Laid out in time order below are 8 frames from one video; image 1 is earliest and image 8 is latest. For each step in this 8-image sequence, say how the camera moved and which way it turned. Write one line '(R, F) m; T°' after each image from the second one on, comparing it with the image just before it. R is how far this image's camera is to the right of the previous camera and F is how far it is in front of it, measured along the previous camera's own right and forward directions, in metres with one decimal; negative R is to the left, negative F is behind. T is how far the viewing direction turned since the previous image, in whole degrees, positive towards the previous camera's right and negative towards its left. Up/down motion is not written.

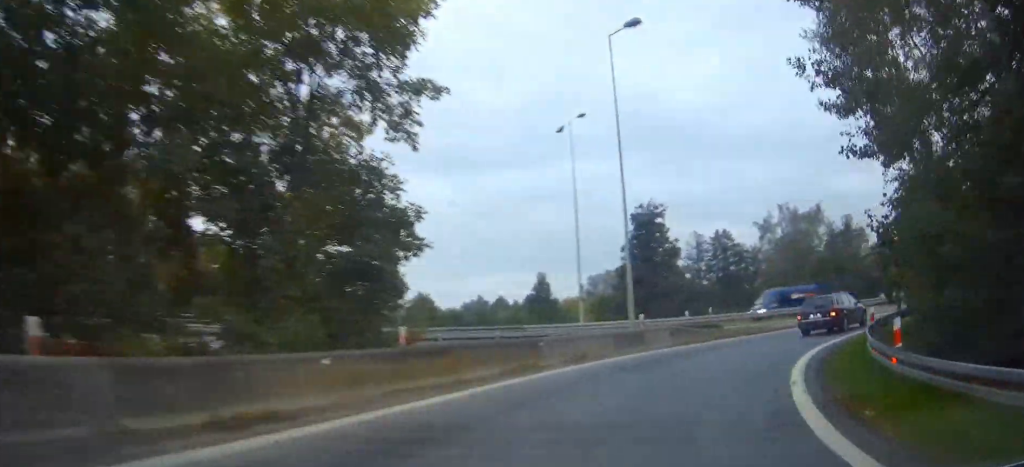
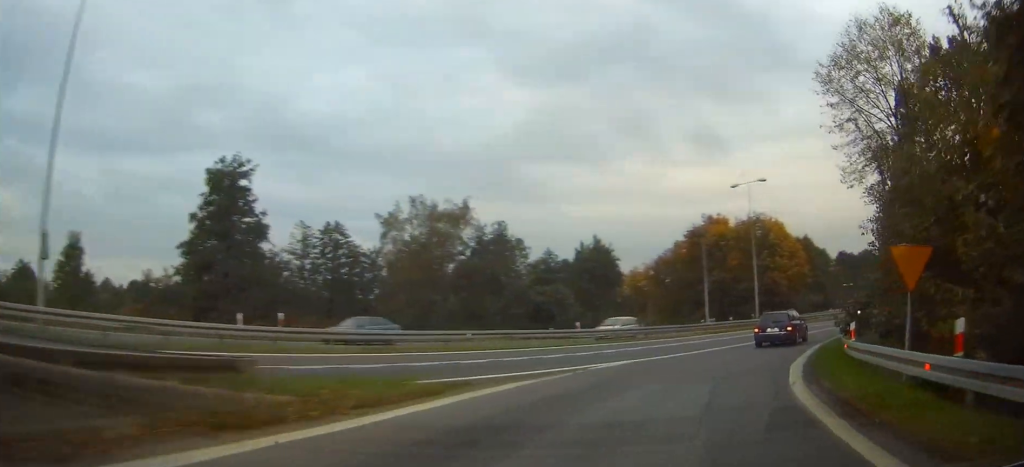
(+5.9, +19.6) m; +34°
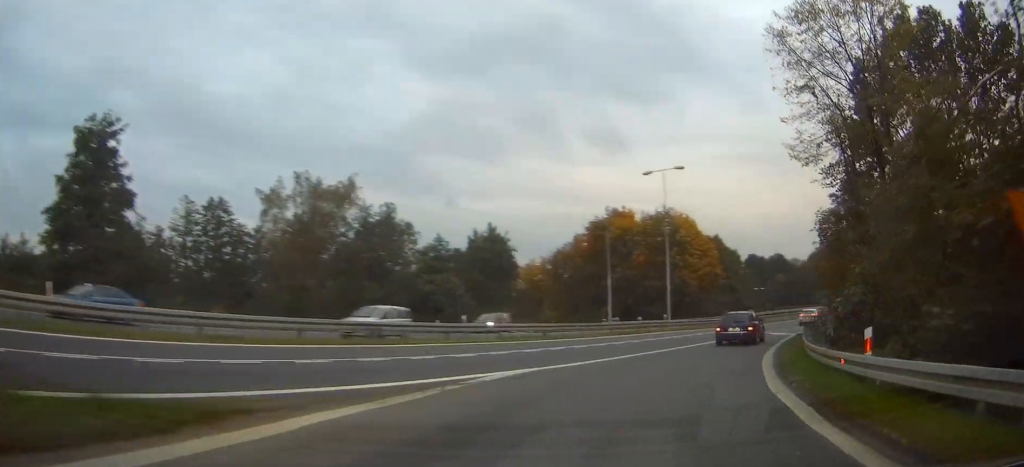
(+0.6, +5.8) m; +9°
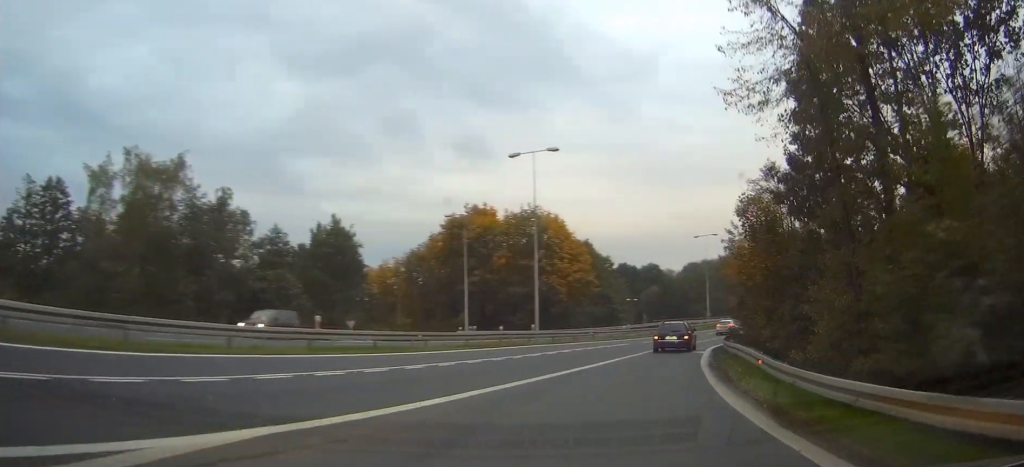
(+1.2, +9.1) m; +12°
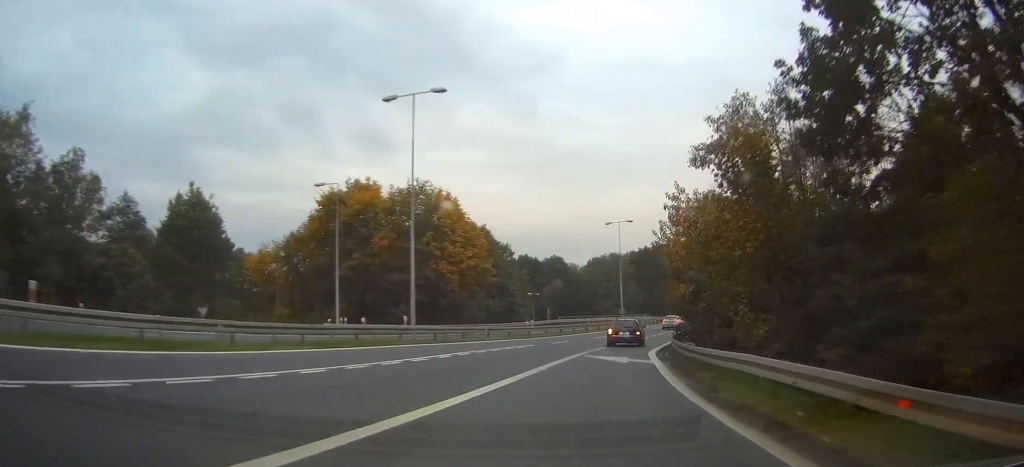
(+1.0, +10.6) m; +9°
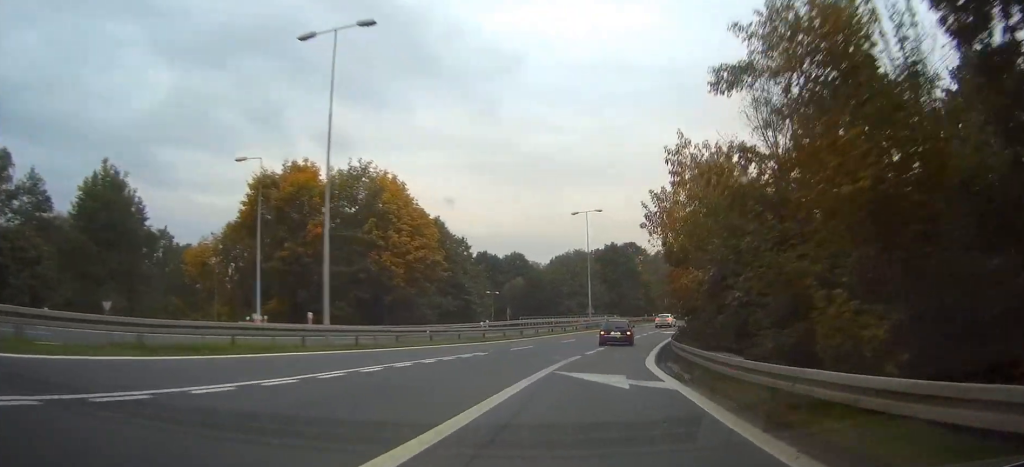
(+0.2, +7.8) m; +4°
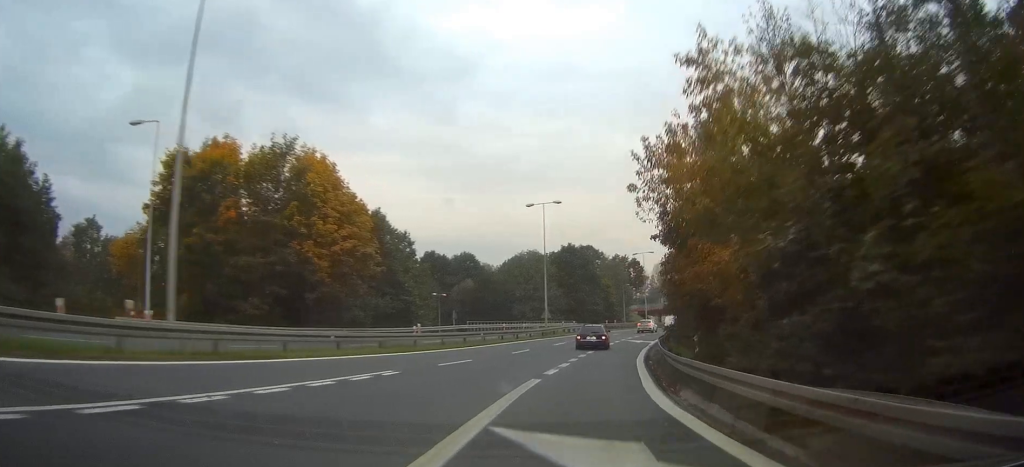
(+0.4, +8.4) m; +3°
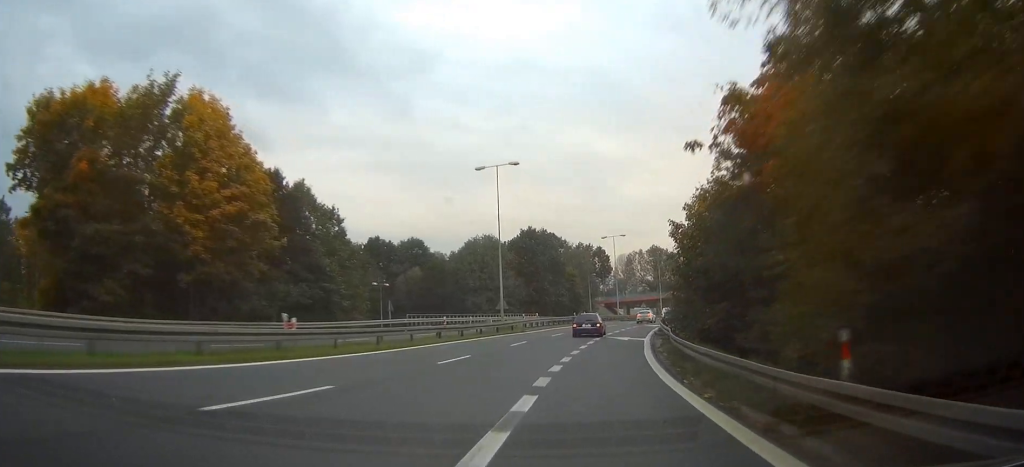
(+0.3, +13.1) m; +3°
